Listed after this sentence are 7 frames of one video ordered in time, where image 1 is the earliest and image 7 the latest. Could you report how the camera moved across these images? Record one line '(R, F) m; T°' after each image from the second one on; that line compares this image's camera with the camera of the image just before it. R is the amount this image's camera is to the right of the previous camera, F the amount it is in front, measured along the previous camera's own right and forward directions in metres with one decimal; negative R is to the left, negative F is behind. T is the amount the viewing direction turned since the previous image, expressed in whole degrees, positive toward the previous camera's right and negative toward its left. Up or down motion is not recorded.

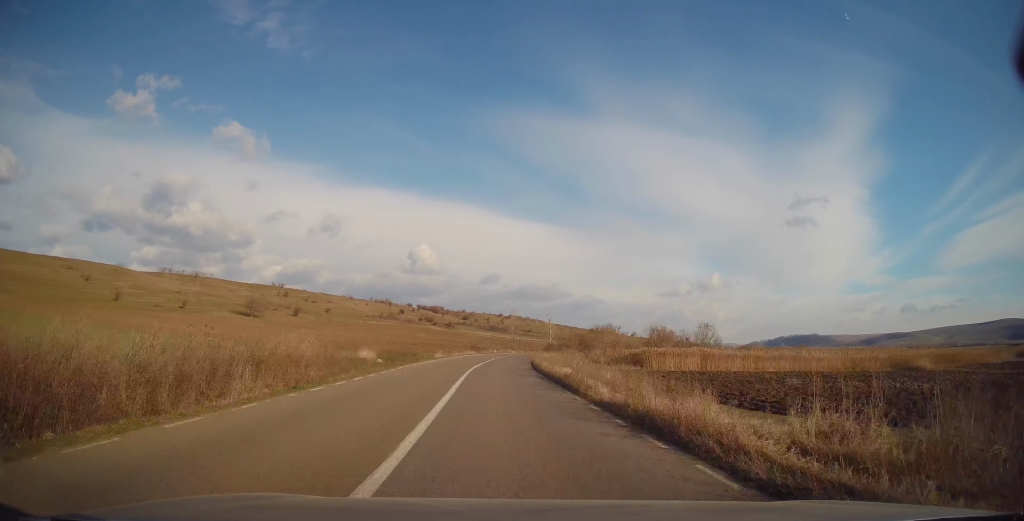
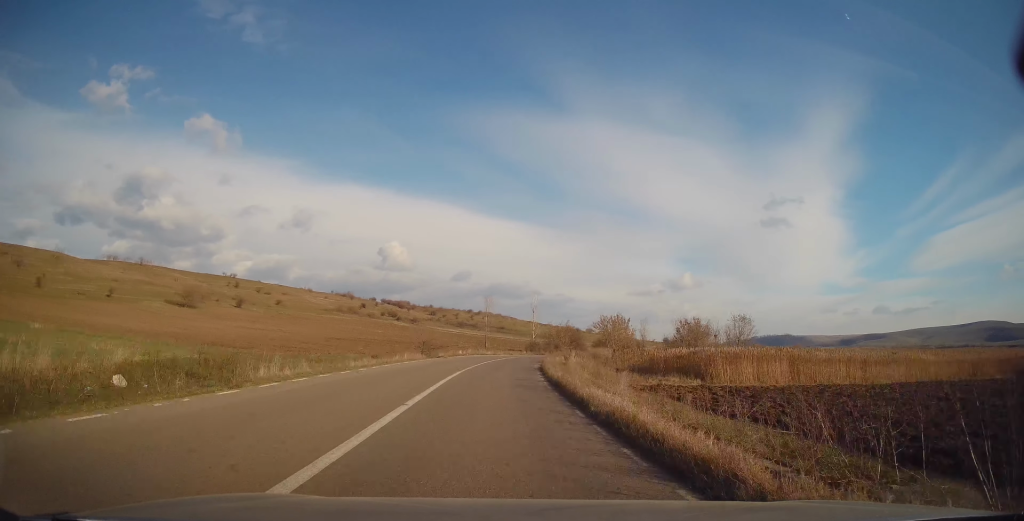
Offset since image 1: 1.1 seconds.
(+0.1, +29.1) m; +2°
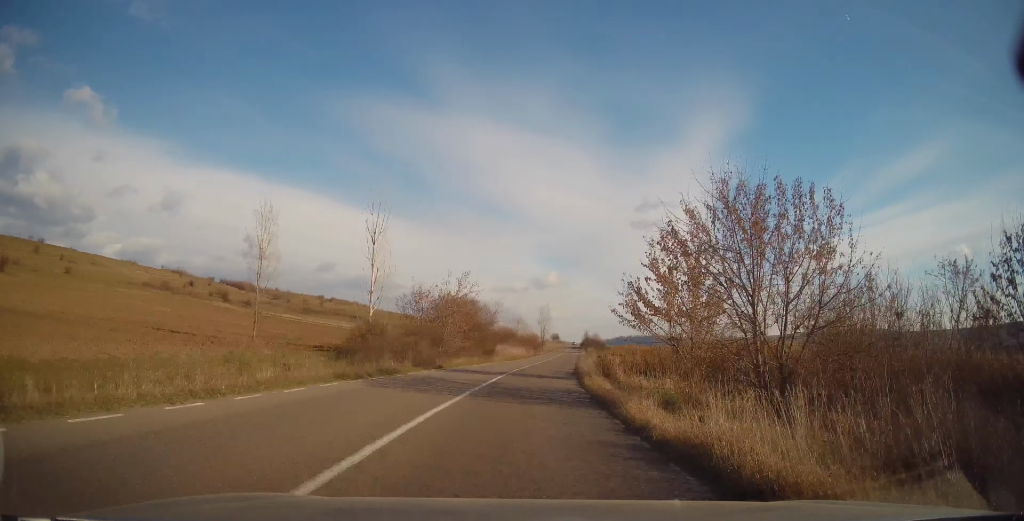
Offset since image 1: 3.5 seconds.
(+7.2, +62.7) m; +14°
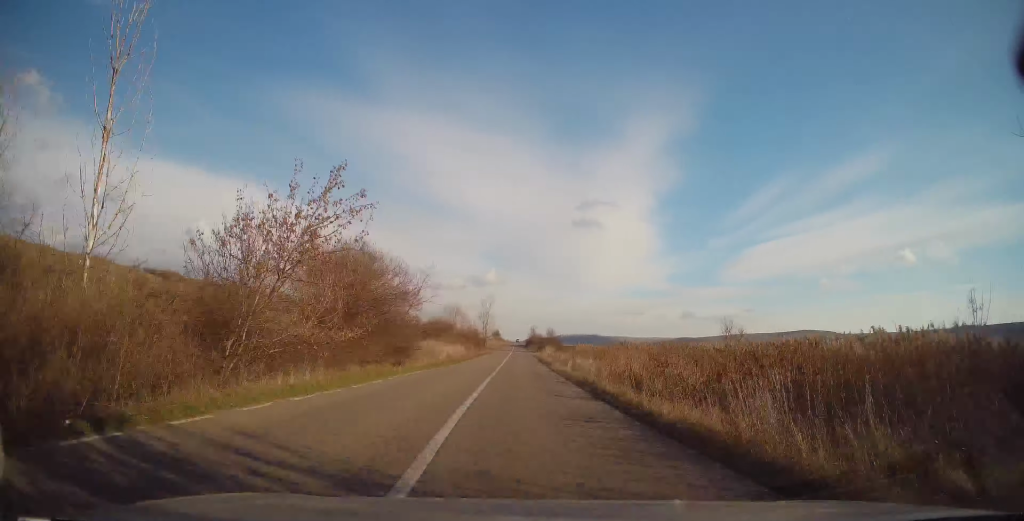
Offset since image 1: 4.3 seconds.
(+0.5, +22.2) m; +6°
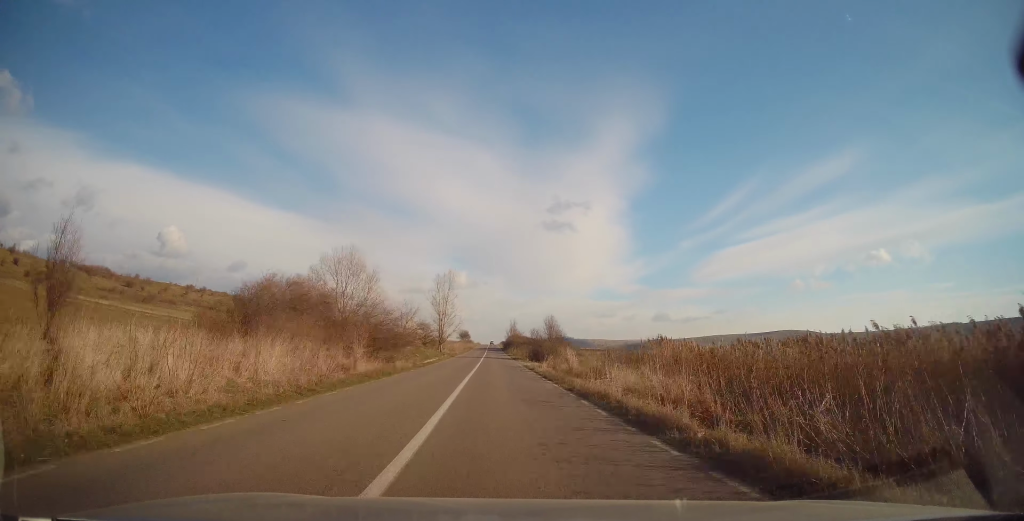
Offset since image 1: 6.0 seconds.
(+3.5, +46.2) m; +4°
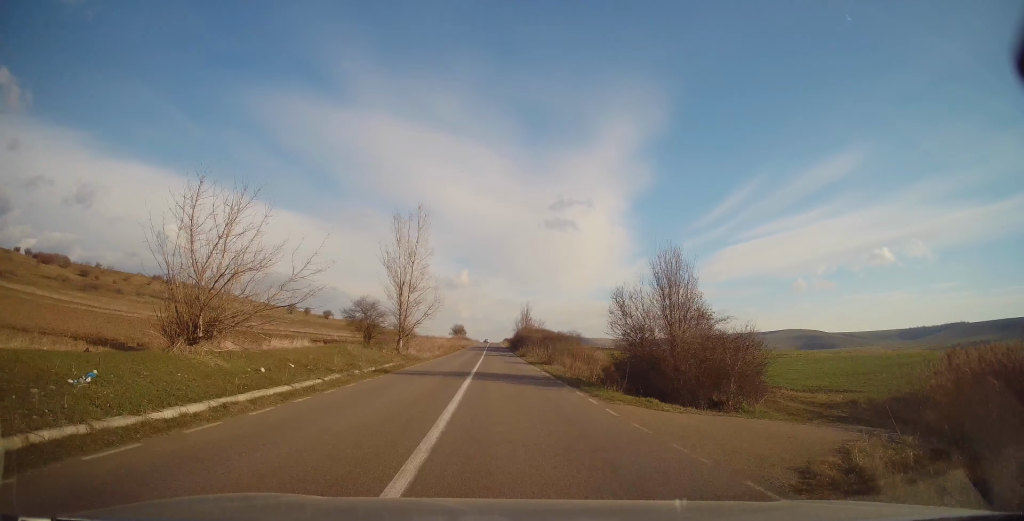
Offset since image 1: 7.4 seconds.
(-0.1, +38.3) m; 0°
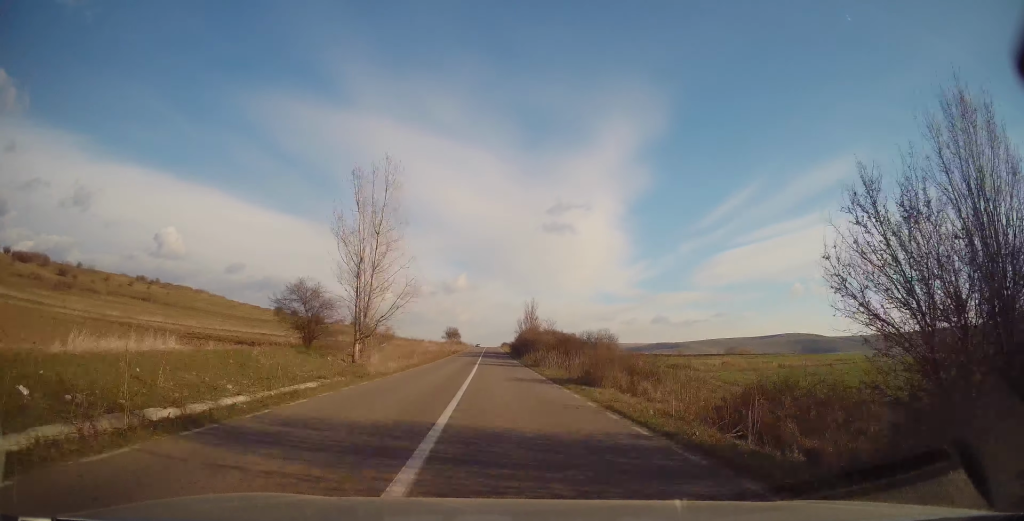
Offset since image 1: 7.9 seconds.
(0.0, +13.4) m; 0°
